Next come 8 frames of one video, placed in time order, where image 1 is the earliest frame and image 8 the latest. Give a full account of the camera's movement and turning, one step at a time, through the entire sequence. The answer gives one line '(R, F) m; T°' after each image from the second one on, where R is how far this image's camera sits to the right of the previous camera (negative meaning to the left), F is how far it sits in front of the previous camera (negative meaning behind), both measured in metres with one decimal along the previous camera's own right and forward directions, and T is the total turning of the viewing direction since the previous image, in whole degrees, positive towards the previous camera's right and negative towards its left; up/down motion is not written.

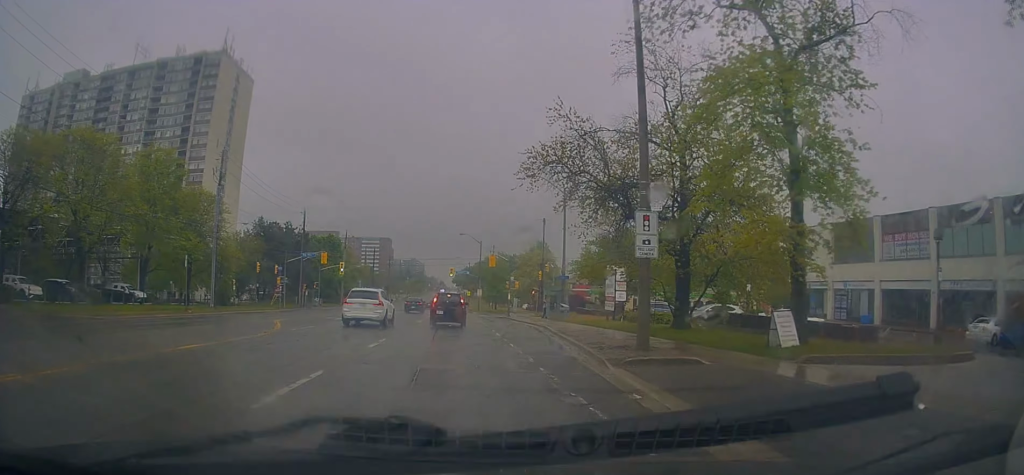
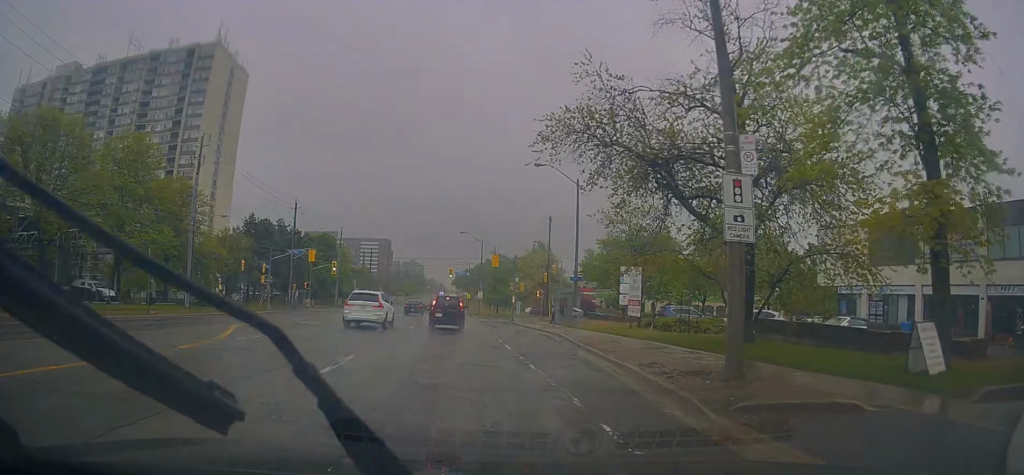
(+0.1, +5.3) m; 0°
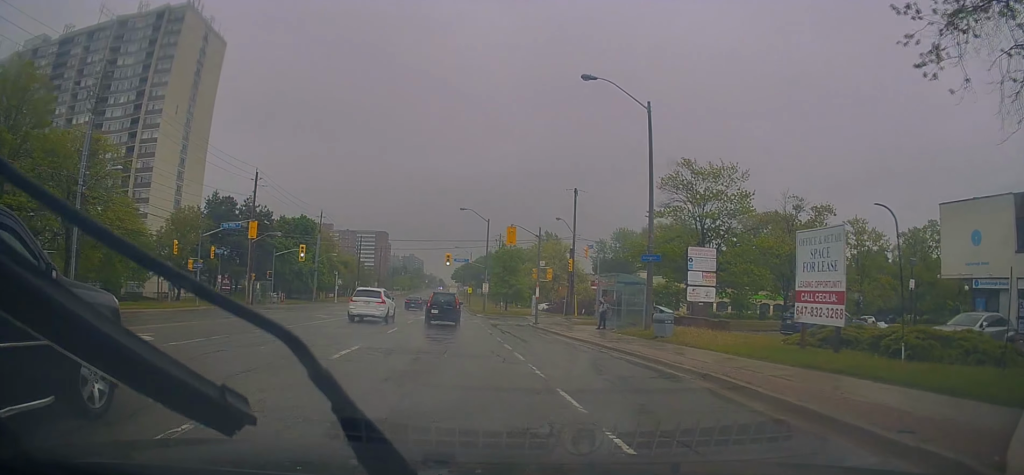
(-0.6, +16.1) m; -3°
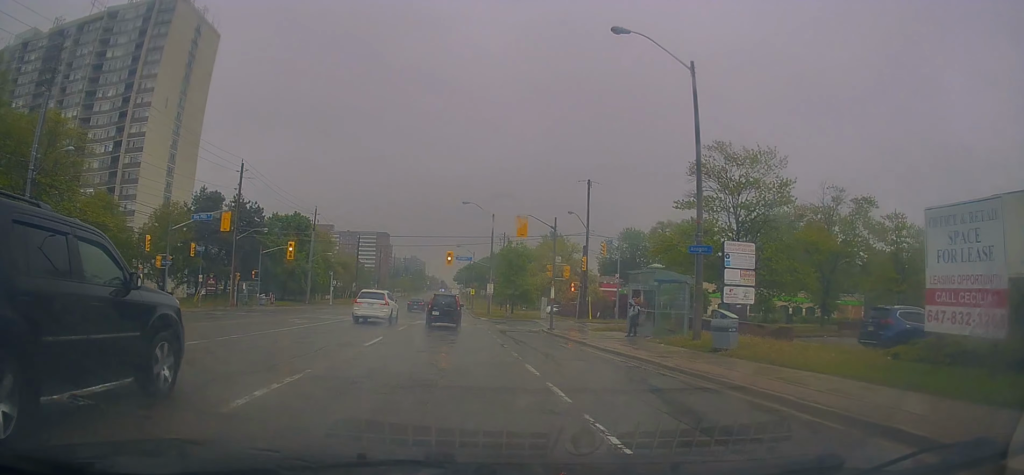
(-0.2, +5.2) m; 0°
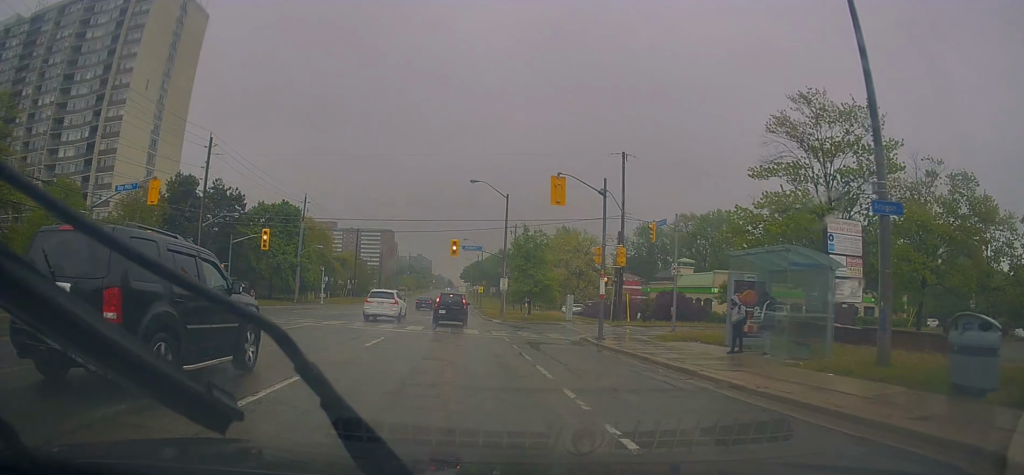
(+0.2, +9.8) m; +1°
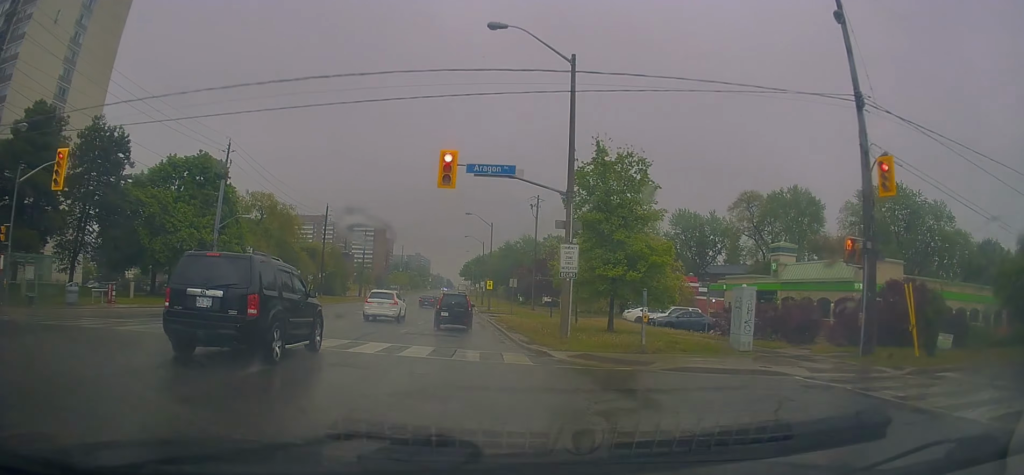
(-1.1, +28.1) m; -1°
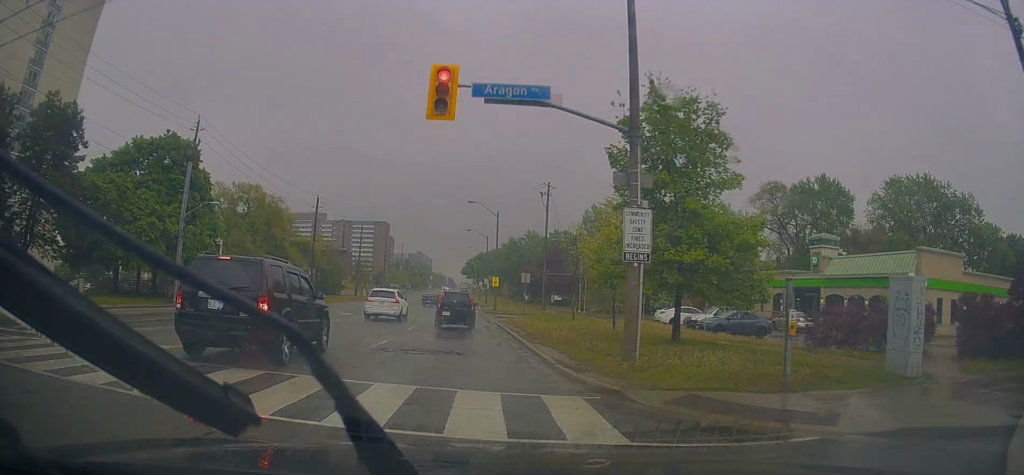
(+0.5, +6.8) m; +2°
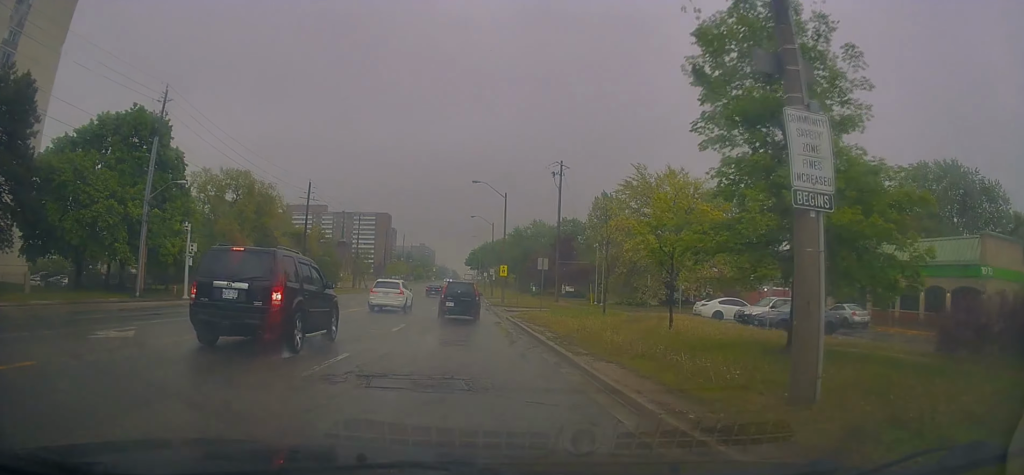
(+0.2, +6.3) m; +2°
